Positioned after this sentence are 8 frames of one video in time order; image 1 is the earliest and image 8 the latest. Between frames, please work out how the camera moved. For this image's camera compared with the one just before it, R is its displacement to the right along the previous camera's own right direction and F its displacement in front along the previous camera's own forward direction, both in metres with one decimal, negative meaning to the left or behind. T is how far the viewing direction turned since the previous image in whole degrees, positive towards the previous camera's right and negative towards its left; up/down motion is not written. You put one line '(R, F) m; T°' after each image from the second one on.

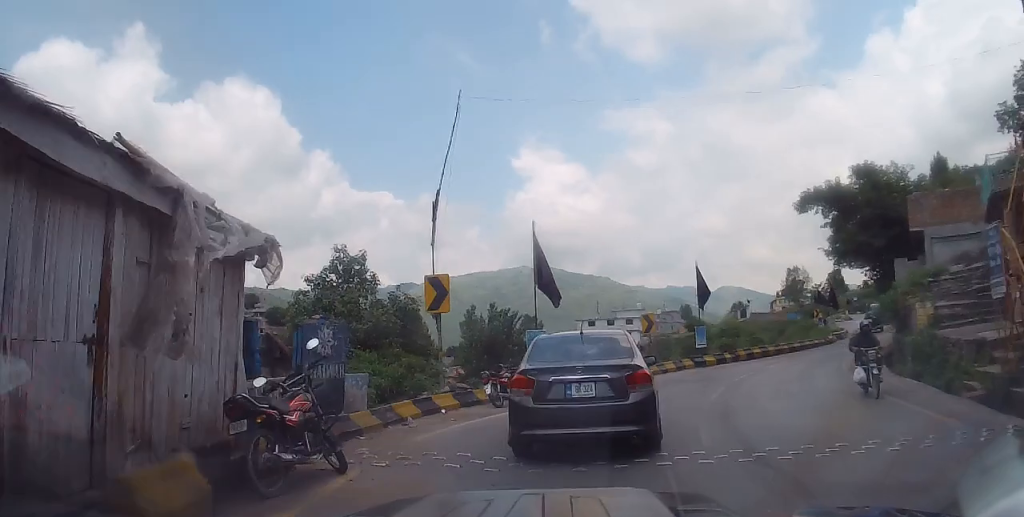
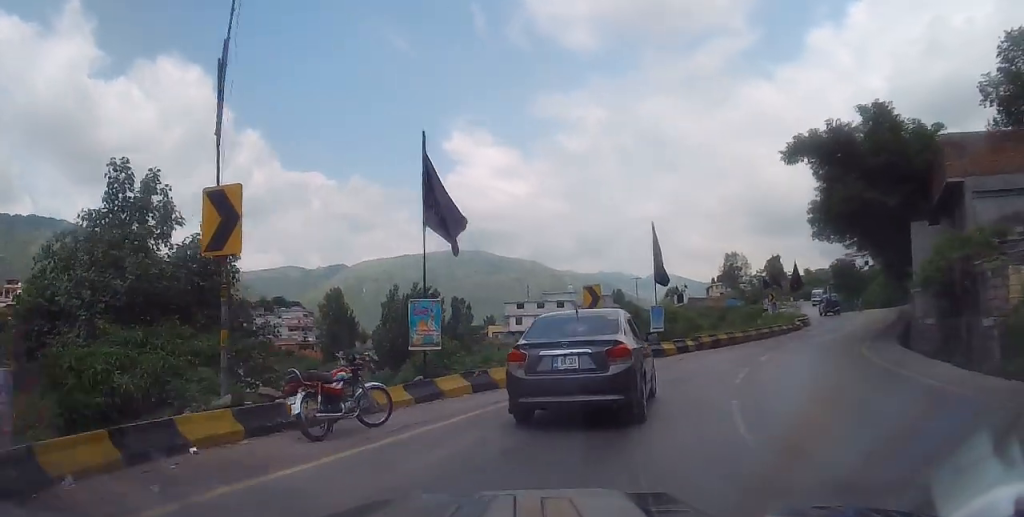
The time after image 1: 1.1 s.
(+0.4, +7.2) m; +7°
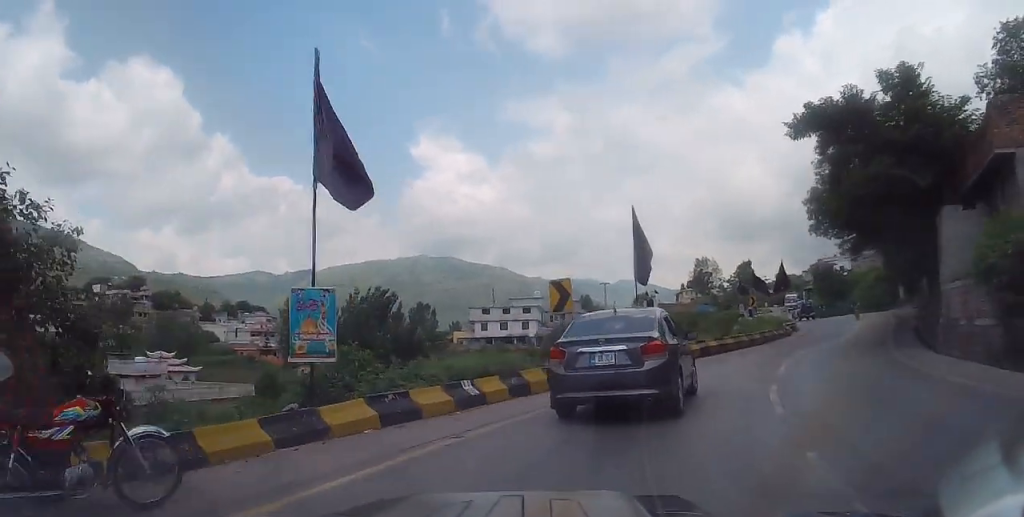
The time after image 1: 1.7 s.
(+0.2, +4.2) m; +4°
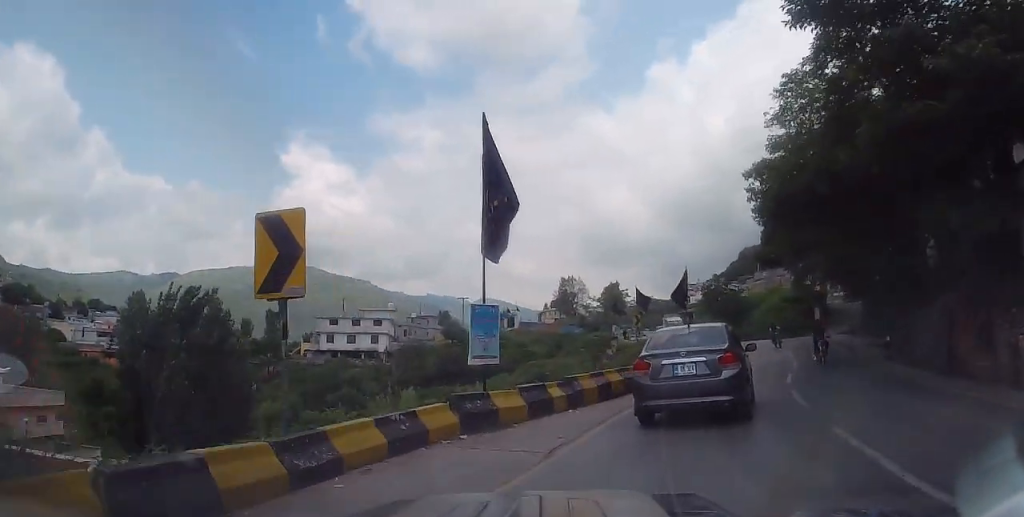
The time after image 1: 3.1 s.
(+0.8, +10.6) m; +12°
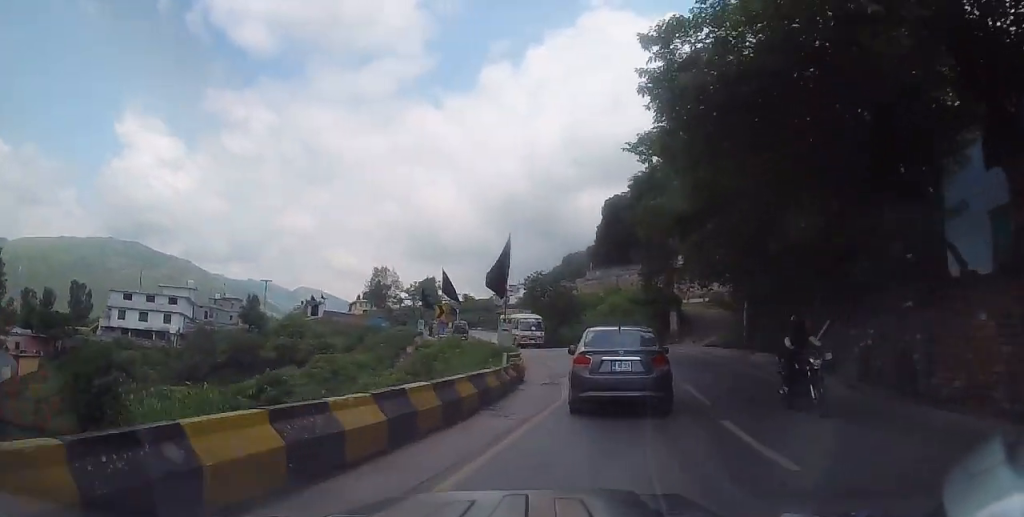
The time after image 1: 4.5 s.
(+1.5, +10.8) m; +12°
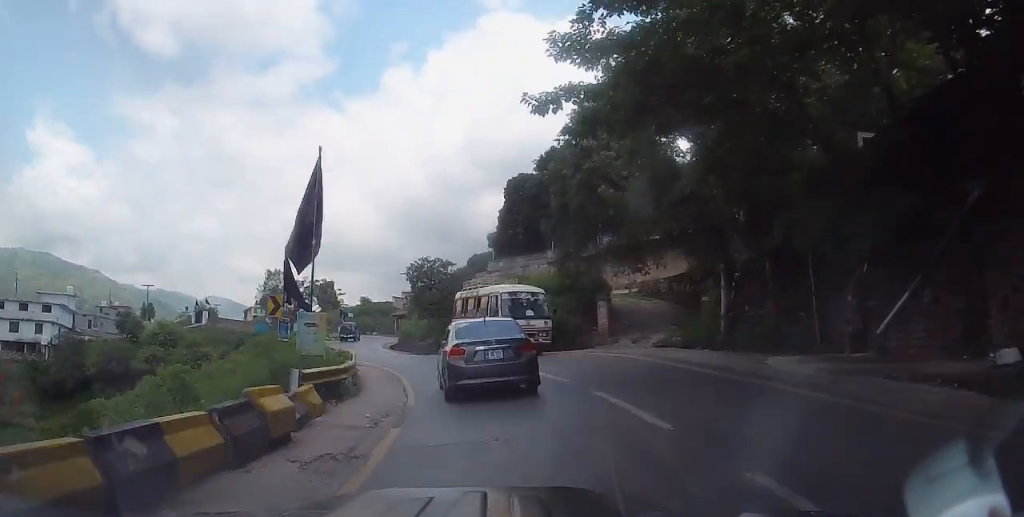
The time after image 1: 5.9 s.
(+0.6, +11.2) m; +1°
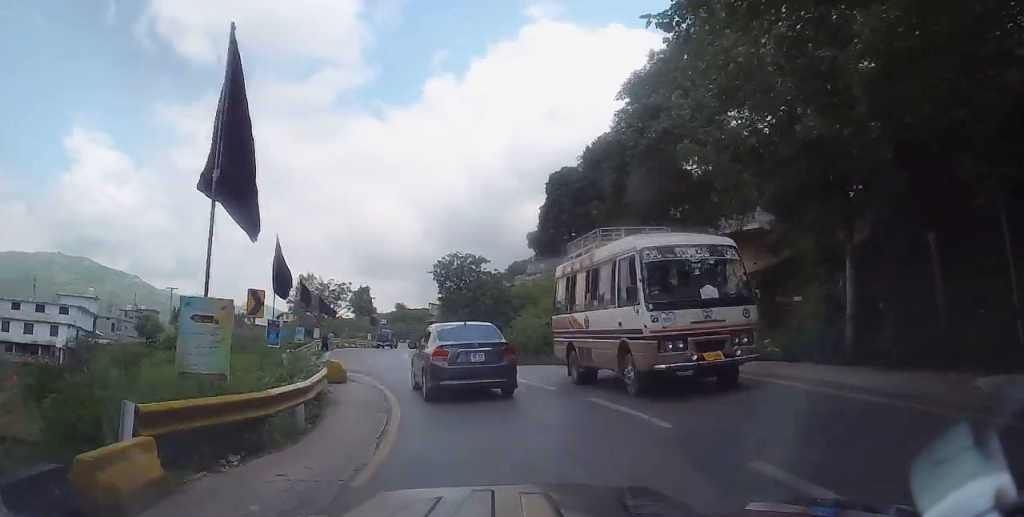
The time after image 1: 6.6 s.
(-0.1, +5.8) m; -3°
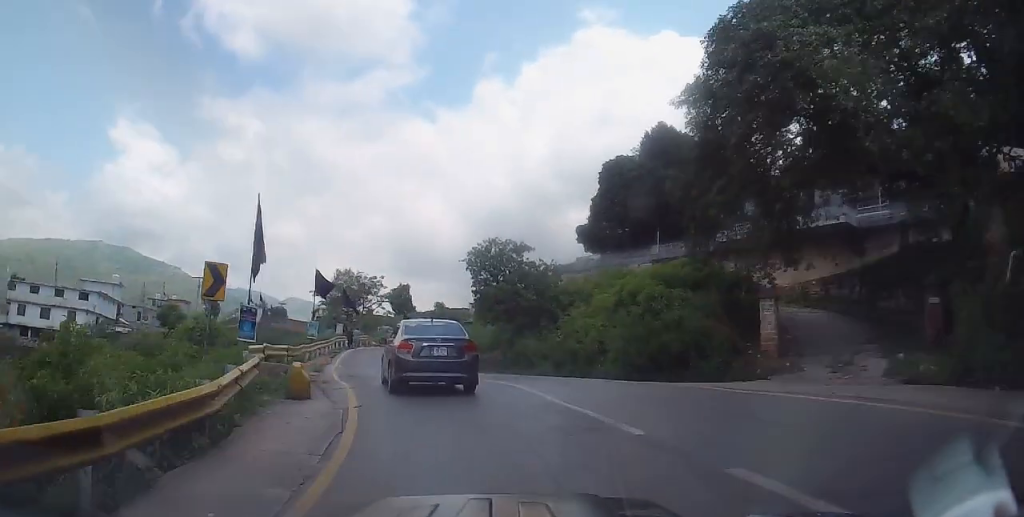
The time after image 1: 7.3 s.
(-0.1, +5.8) m; -4°
